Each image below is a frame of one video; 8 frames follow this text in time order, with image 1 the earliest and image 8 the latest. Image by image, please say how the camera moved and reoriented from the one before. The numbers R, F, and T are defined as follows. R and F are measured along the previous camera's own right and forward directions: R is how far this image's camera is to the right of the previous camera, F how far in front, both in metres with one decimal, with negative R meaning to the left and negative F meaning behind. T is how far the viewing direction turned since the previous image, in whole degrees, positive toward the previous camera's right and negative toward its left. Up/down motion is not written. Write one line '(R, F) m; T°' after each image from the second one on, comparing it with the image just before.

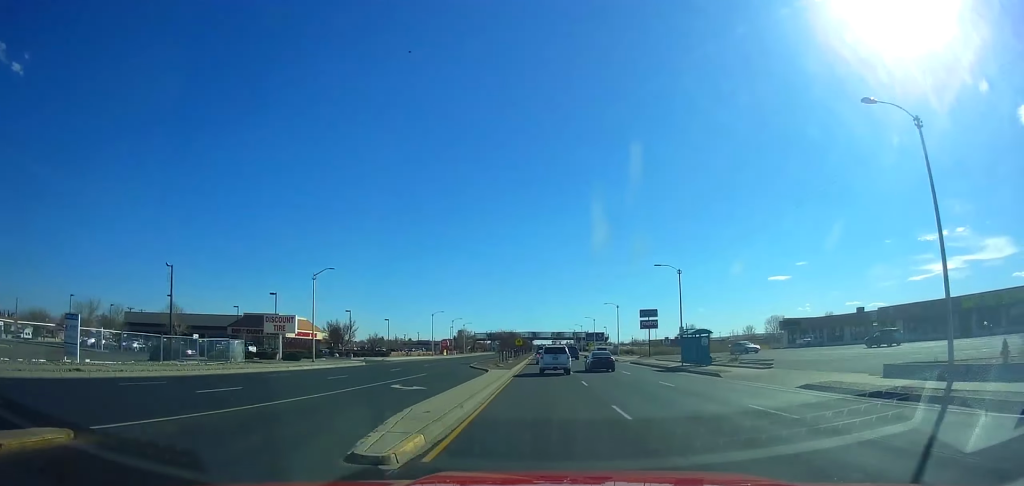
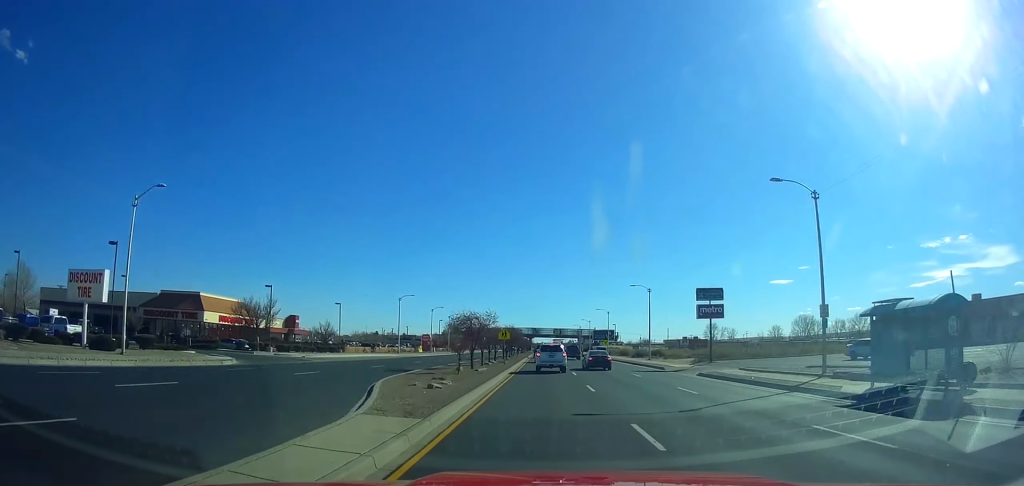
(+0.1, +28.5) m; 0°
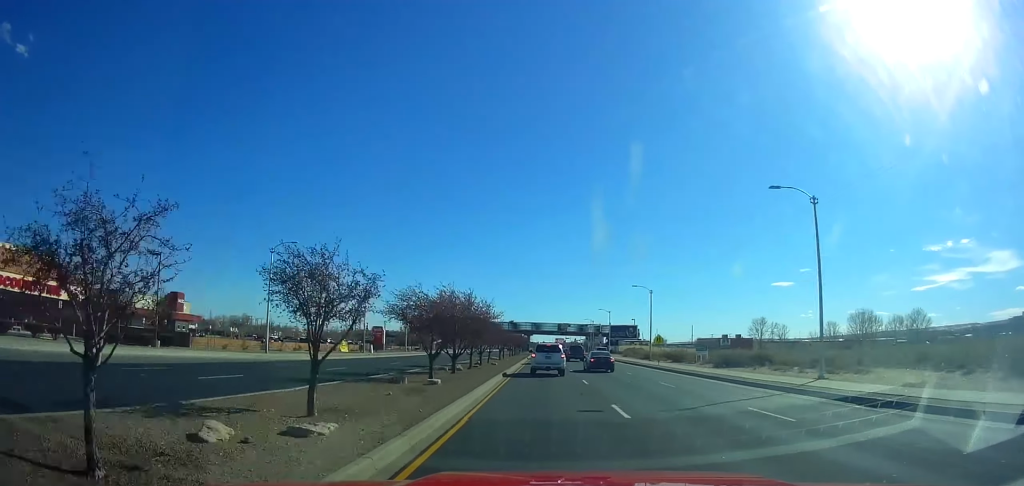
(0.0, +41.8) m; 0°
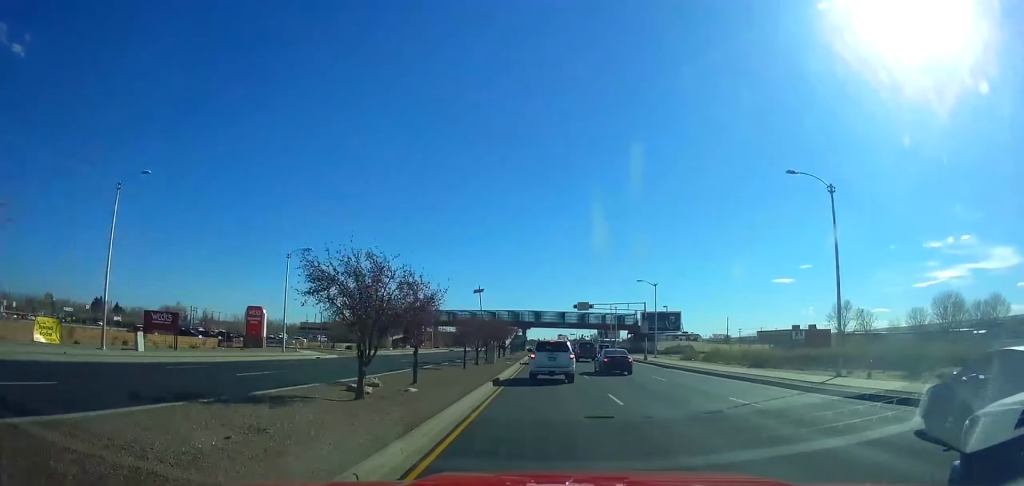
(0.0, +42.3) m; 0°
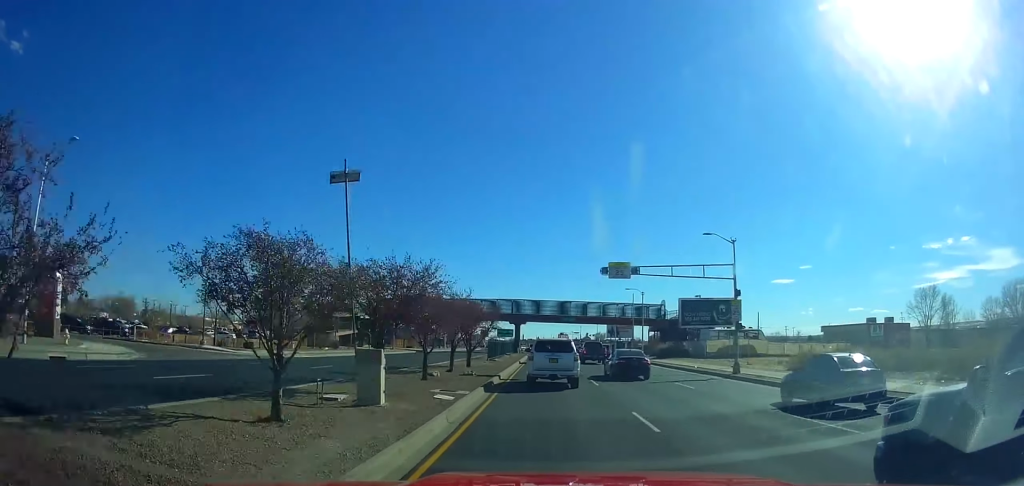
(0.0, +29.7) m; 0°
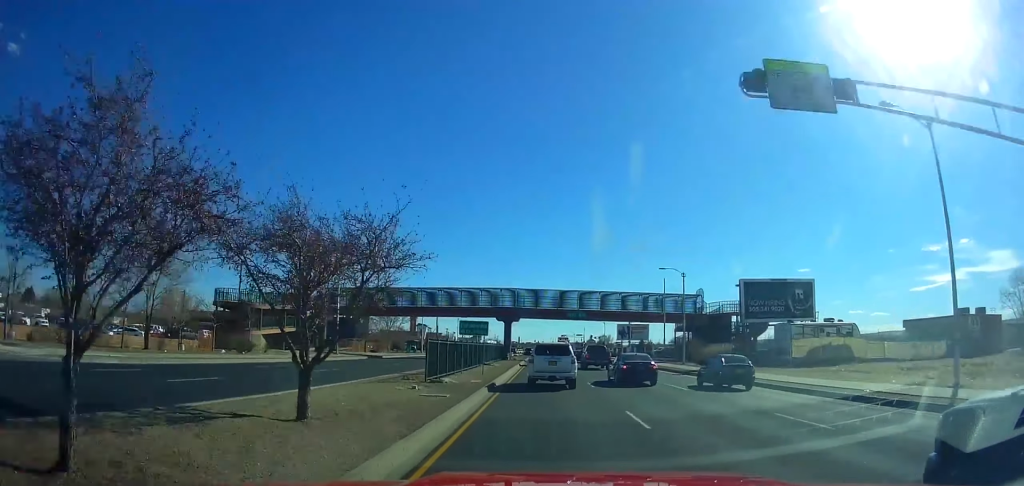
(0.0, +24.5) m; 0°
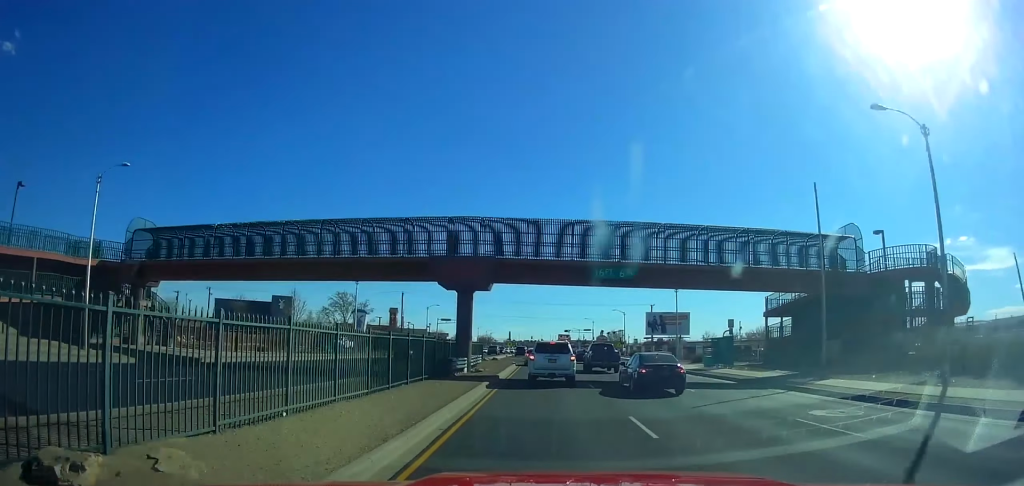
(0.0, +37.6) m; 0°
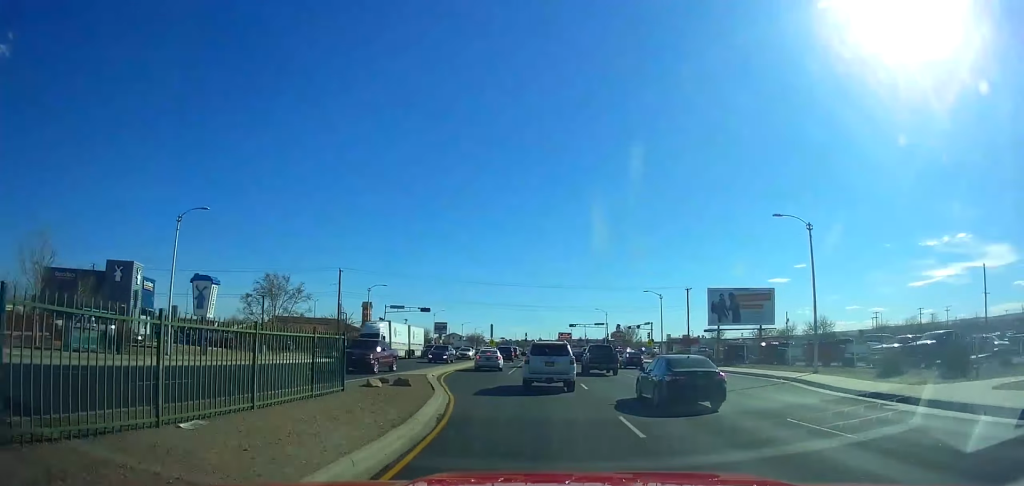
(-0.2, +37.4) m; 0°
